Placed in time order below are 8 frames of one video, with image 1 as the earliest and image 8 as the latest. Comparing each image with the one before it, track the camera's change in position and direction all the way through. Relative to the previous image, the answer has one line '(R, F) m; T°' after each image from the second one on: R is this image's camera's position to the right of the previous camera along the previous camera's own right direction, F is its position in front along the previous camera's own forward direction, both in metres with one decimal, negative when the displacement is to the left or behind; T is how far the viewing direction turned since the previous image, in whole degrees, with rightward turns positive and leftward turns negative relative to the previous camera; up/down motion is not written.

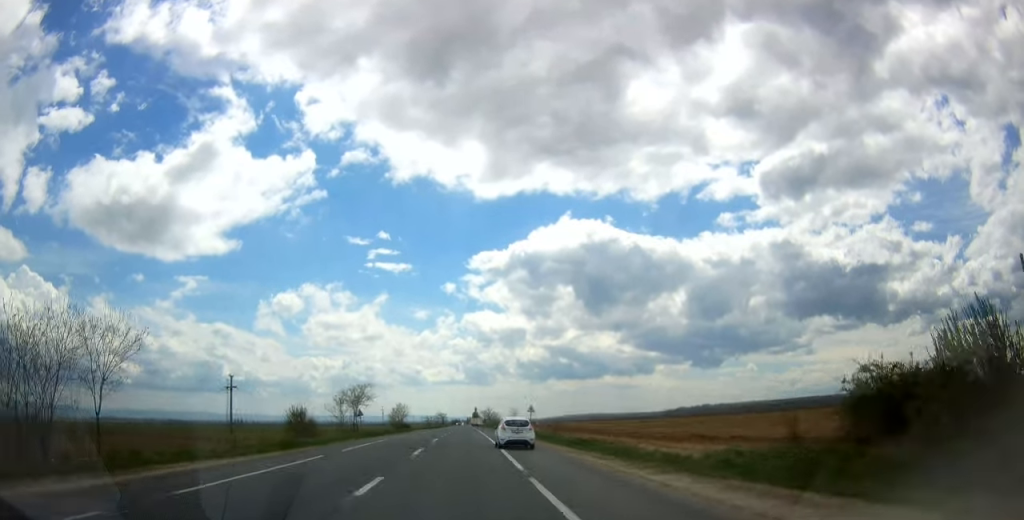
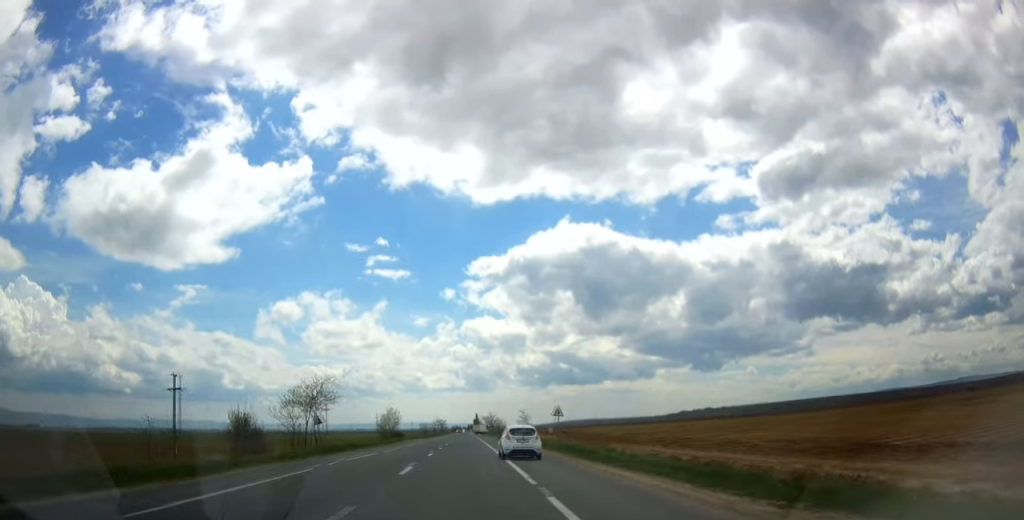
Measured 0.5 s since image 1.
(+0.1, +16.4) m; 0°
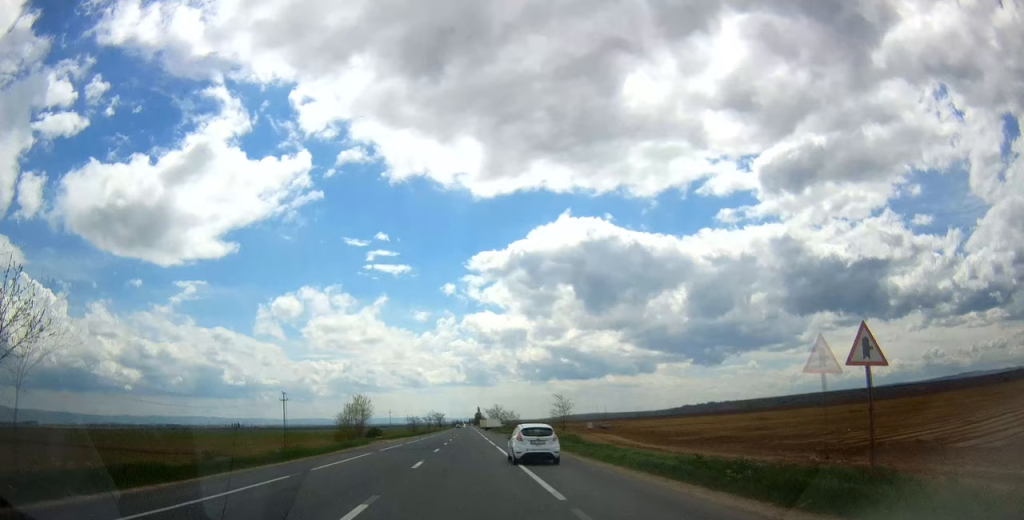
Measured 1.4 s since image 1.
(-0.1, +33.0) m; 0°
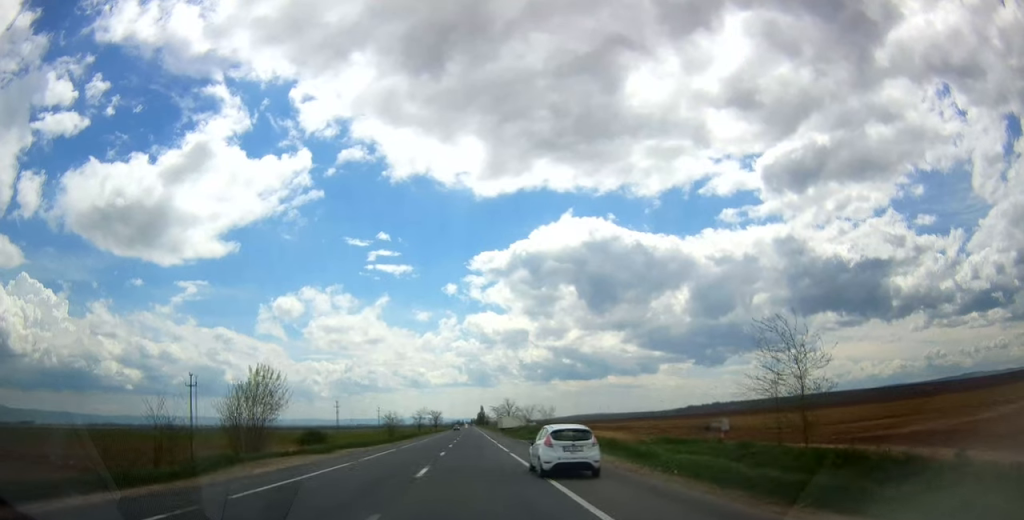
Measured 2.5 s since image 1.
(+0.1, +37.6) m; -1°
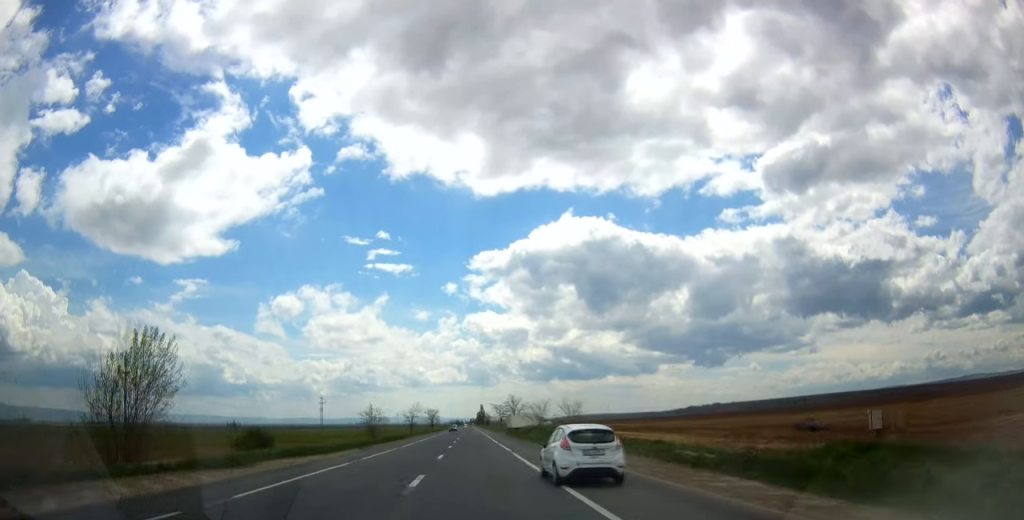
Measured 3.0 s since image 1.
(-0.3, +15.5) m; 0°
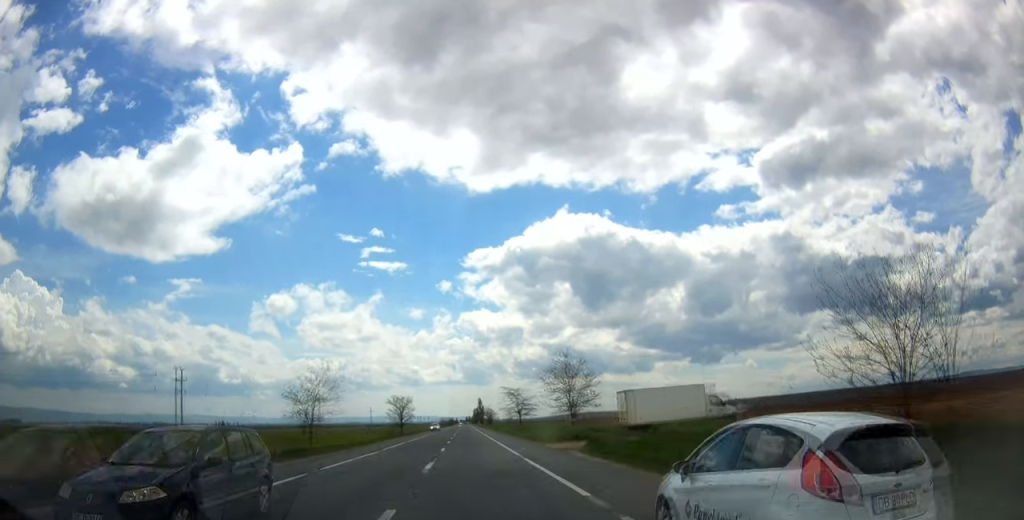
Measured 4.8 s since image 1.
(+0.3, +65.4) m; +1°
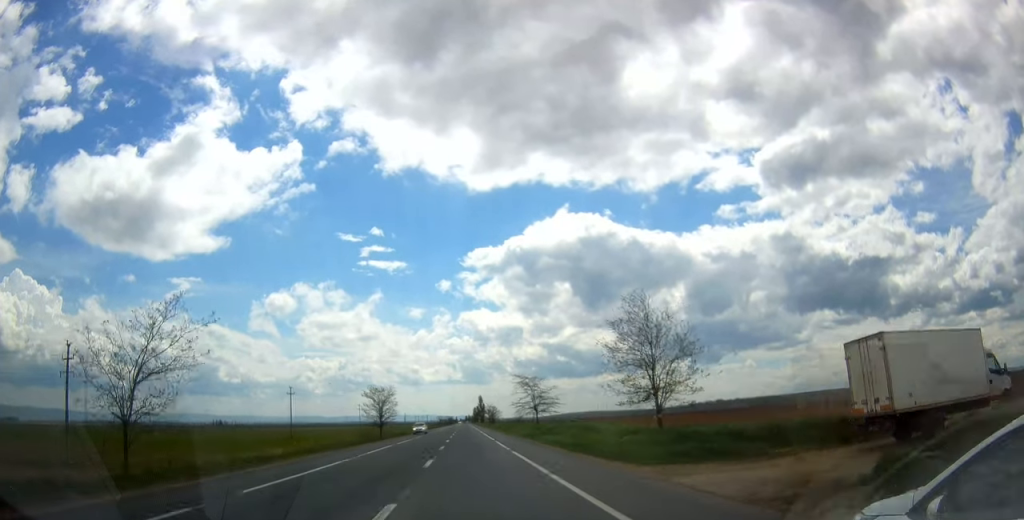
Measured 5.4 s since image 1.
(+0.1, +20.2) m; 0°
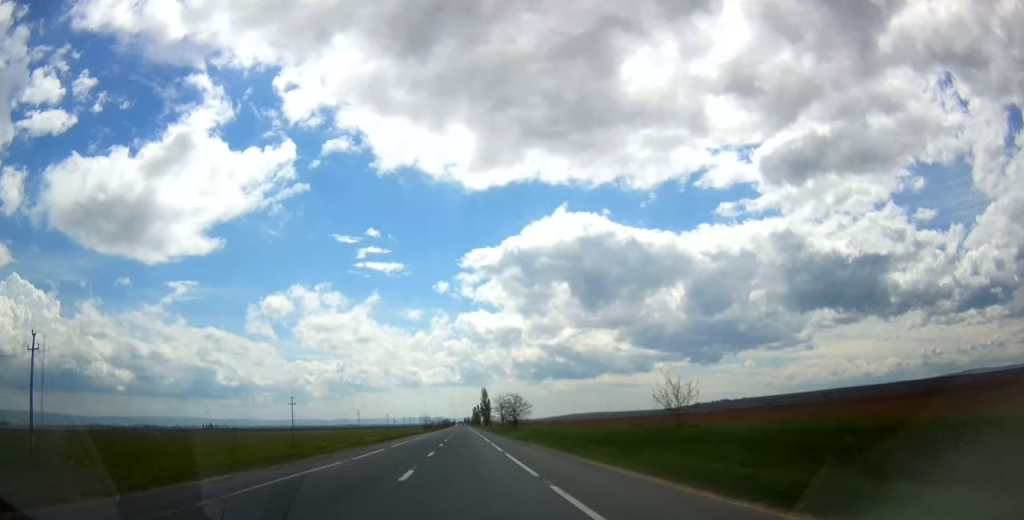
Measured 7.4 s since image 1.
(+0.4, +74.5) m; 0°
